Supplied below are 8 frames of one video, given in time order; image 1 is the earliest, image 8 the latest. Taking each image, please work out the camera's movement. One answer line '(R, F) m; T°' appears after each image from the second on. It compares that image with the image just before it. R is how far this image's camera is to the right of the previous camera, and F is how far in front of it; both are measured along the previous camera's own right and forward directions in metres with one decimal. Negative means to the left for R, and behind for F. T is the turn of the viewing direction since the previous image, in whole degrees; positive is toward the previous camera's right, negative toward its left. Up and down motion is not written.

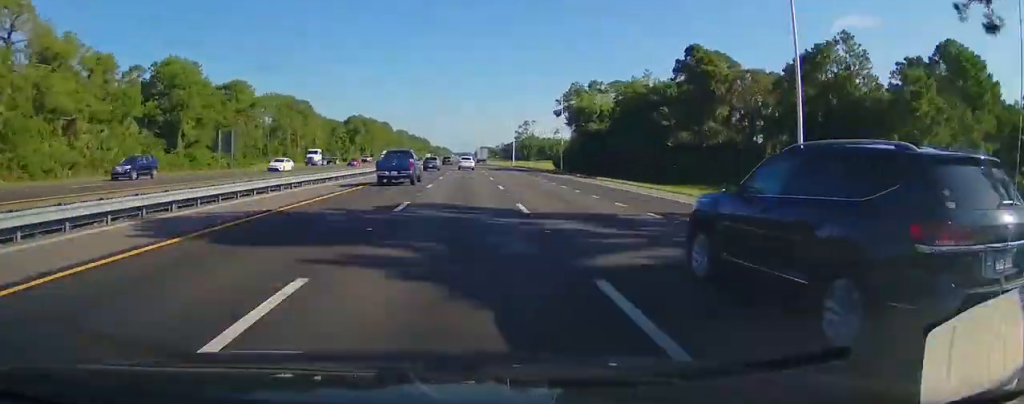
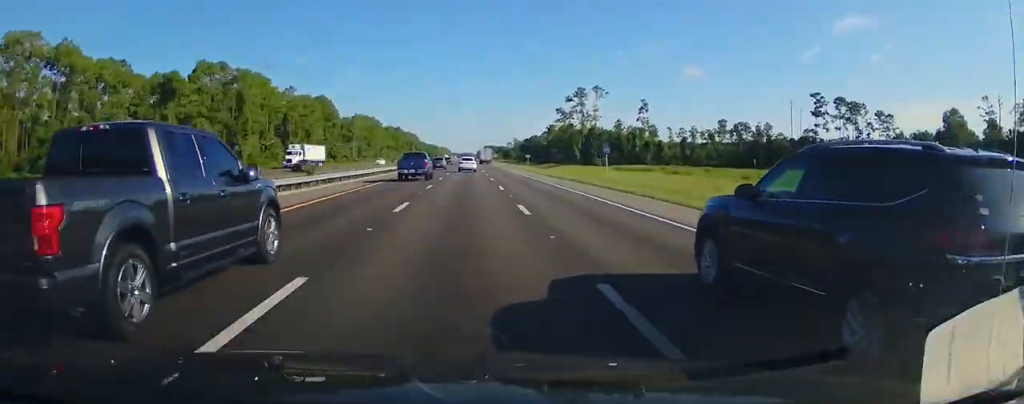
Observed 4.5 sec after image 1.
(-0.8, +148.5) m; -1°
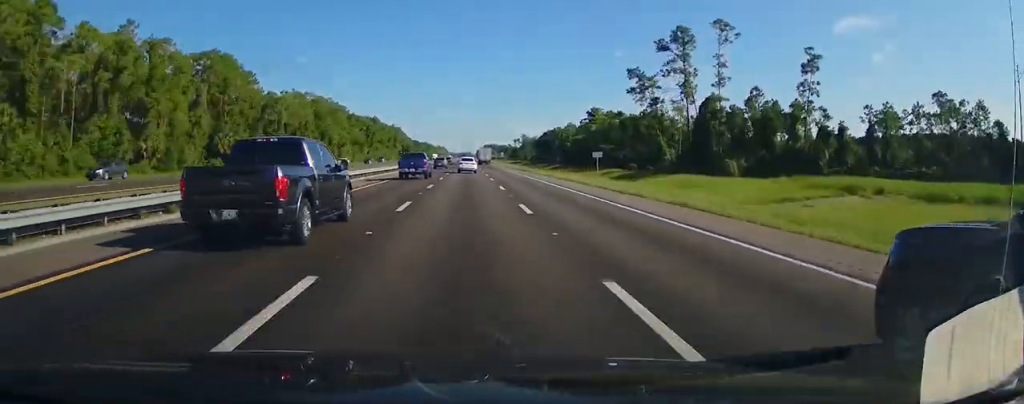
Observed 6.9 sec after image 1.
(-0.2, +83.6) m; 0°
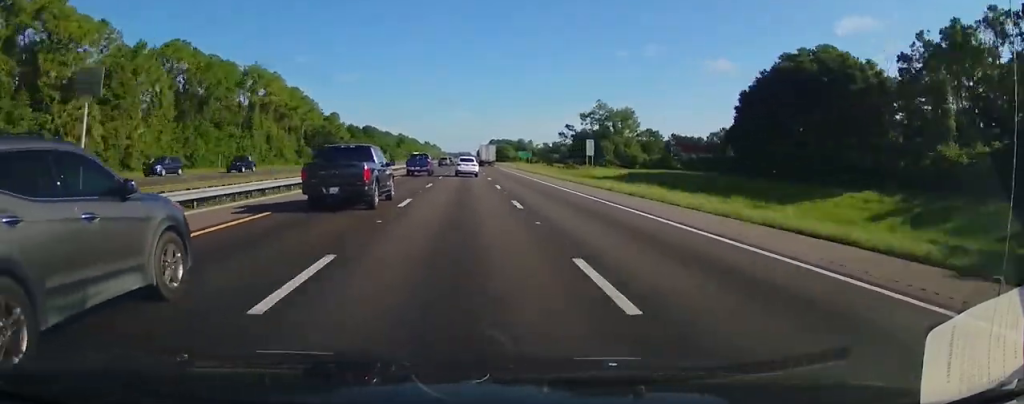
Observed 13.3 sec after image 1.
(-0.2, +231.6) m; 0°
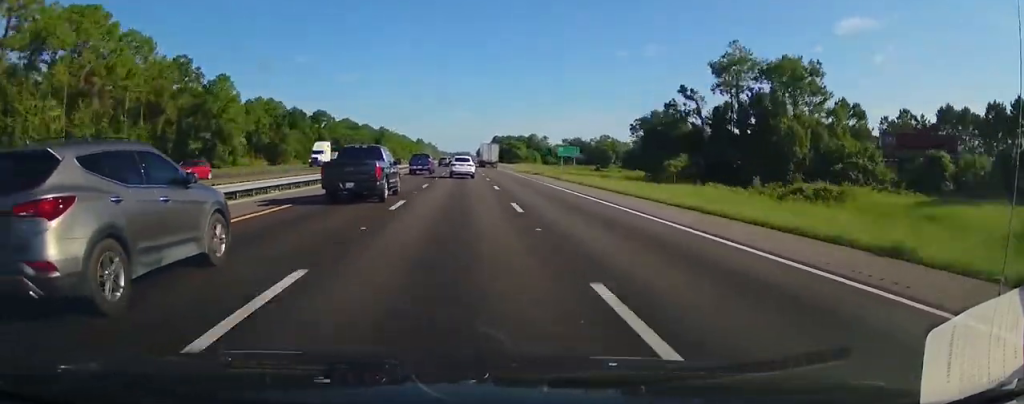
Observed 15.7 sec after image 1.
(+0.1, +93.2) m; 0°
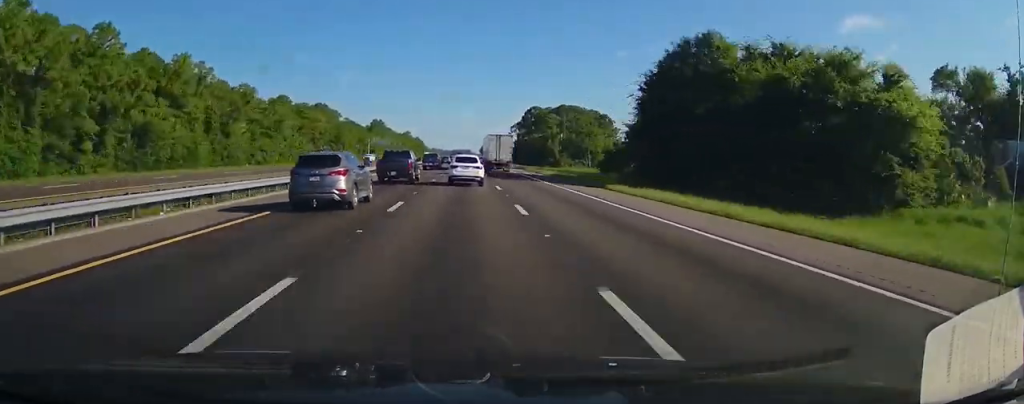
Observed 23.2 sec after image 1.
(-0.6, +375.0) m; -1°
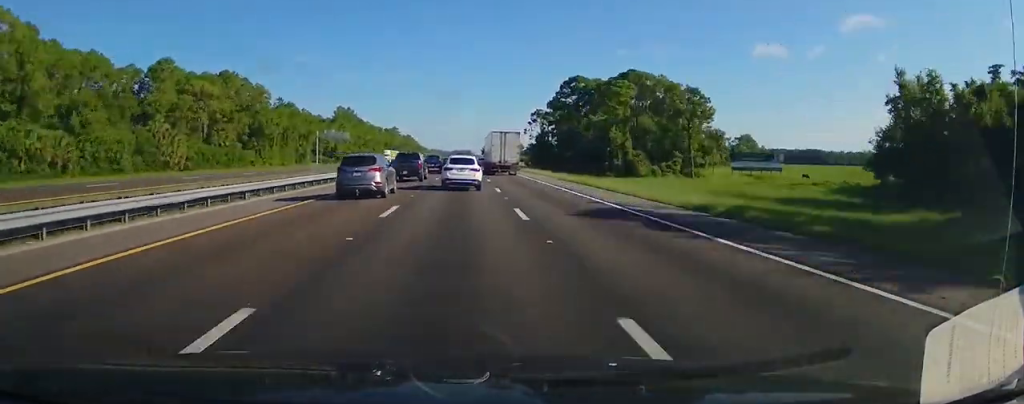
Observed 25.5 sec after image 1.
(-0.3, +89.1) m; 0°
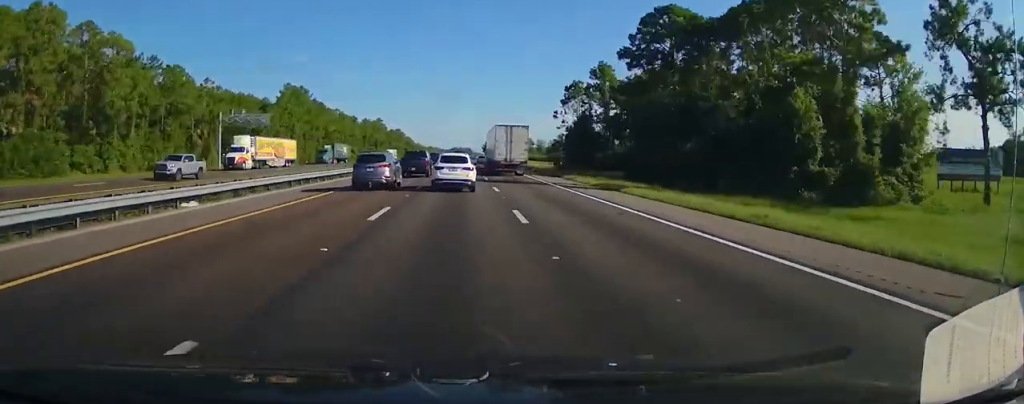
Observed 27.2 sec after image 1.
(-0.1, +45.7) m; 0°
